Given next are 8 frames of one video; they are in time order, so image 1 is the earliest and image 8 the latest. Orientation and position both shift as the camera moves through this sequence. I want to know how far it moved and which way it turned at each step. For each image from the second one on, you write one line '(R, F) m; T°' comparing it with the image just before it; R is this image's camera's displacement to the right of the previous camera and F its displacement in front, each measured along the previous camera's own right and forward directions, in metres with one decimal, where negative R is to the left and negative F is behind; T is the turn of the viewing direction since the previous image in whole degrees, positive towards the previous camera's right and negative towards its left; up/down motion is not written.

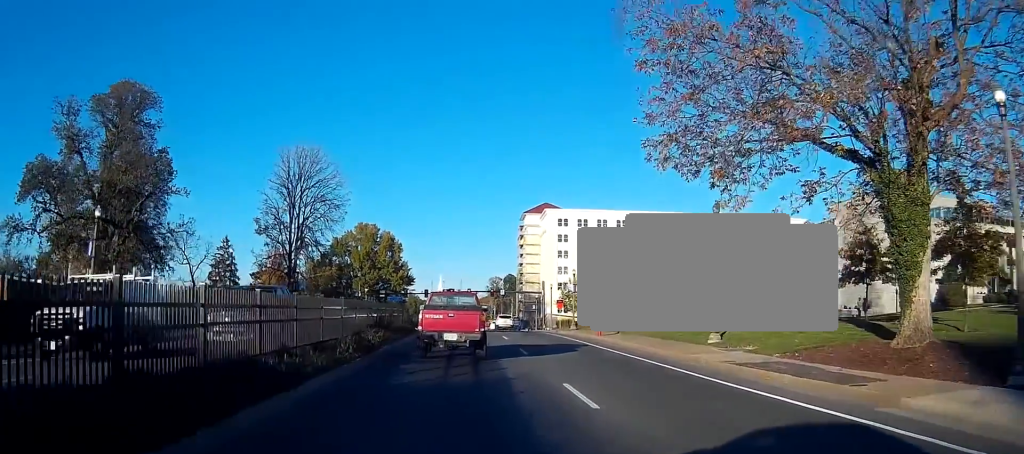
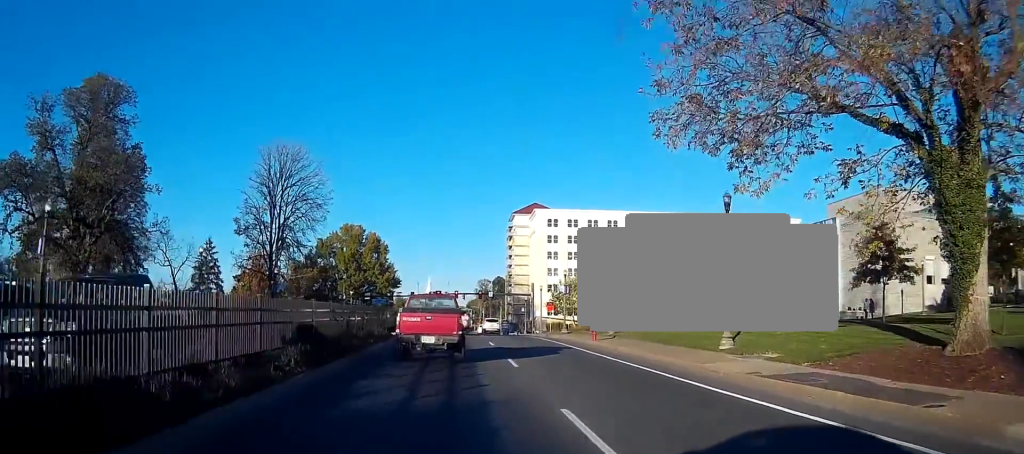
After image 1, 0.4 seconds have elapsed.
(0.0, +3.7) m; 0°
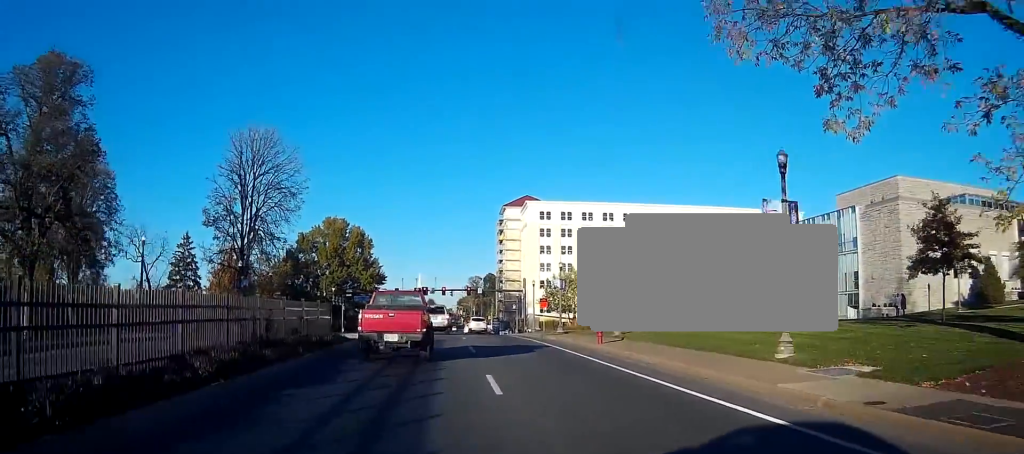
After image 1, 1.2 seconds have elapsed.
(+0.1, +7.5) m; 0°
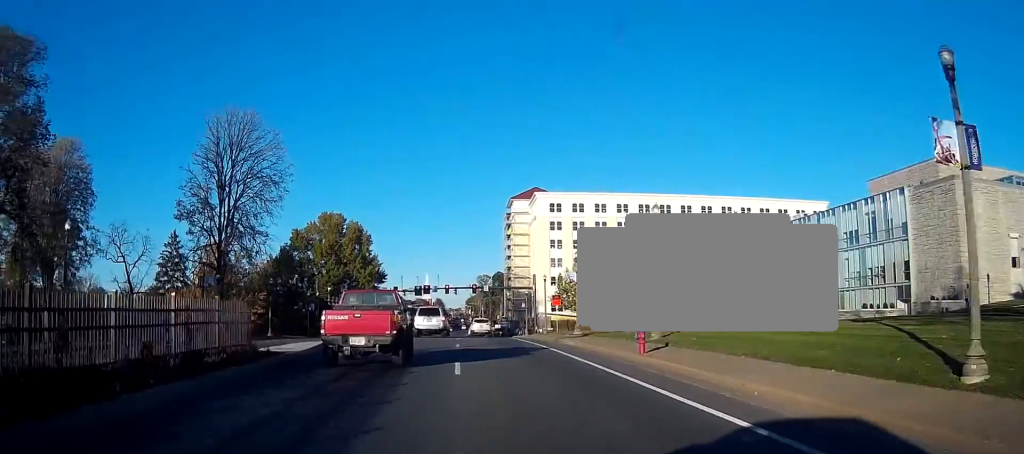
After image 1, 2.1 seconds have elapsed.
(0.0, +9.4) m; -1°
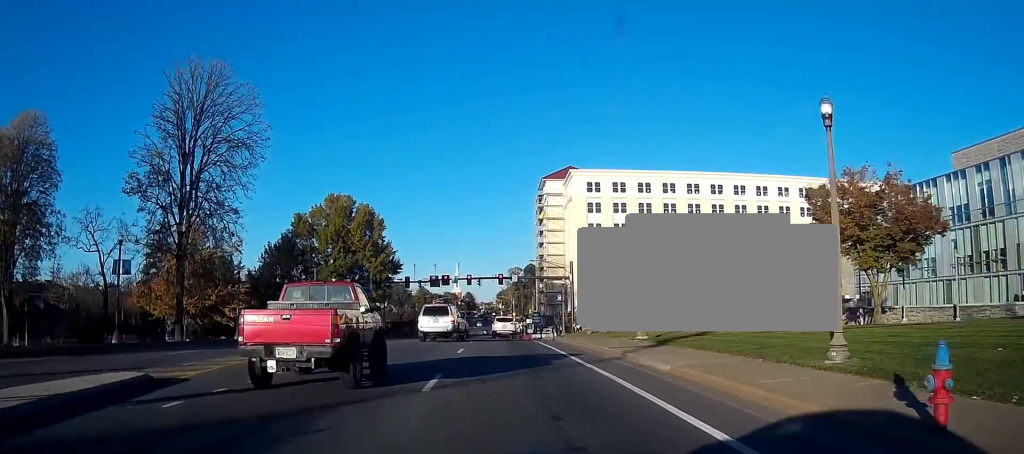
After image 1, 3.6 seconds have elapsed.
(-0.3, +16.2) m; -3°
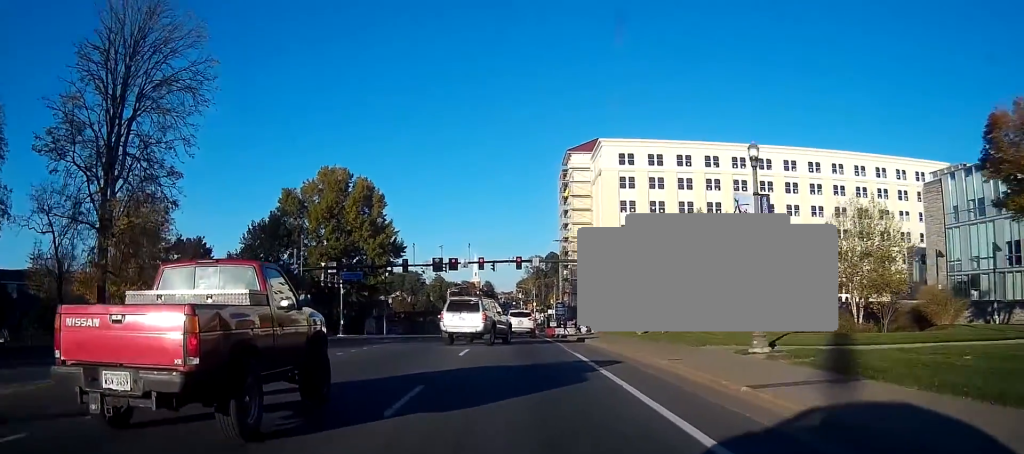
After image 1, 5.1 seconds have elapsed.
(-0.5, +15.7) m; -3°
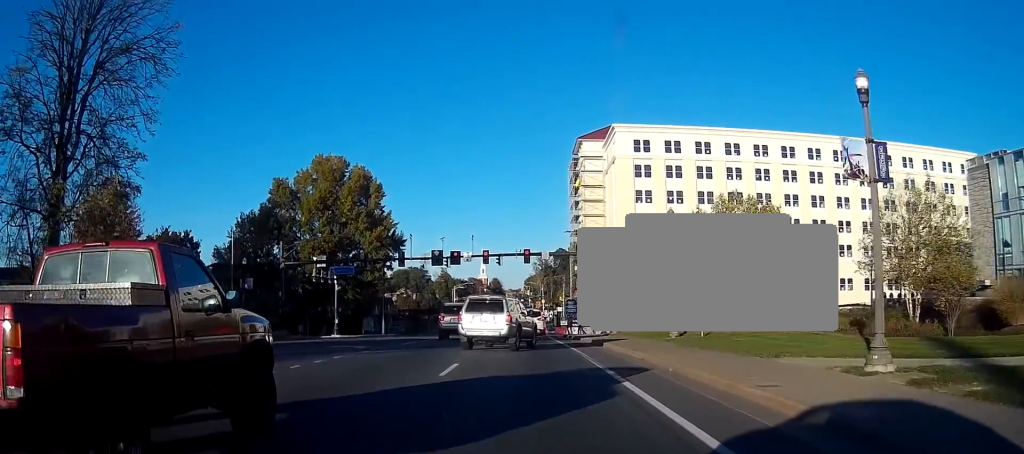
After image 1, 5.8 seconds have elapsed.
(+0.1, +6.6) m; 0°
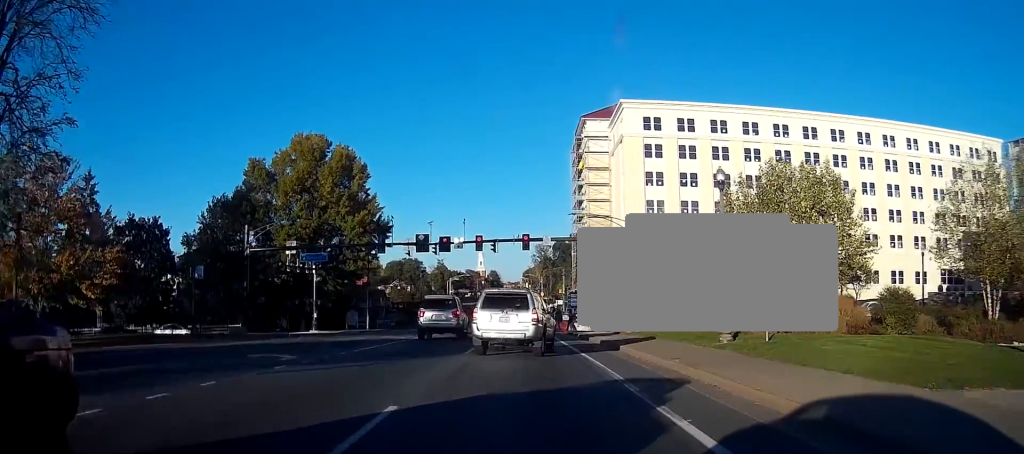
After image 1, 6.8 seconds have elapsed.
(+0.1, +8.3) m; -1°
